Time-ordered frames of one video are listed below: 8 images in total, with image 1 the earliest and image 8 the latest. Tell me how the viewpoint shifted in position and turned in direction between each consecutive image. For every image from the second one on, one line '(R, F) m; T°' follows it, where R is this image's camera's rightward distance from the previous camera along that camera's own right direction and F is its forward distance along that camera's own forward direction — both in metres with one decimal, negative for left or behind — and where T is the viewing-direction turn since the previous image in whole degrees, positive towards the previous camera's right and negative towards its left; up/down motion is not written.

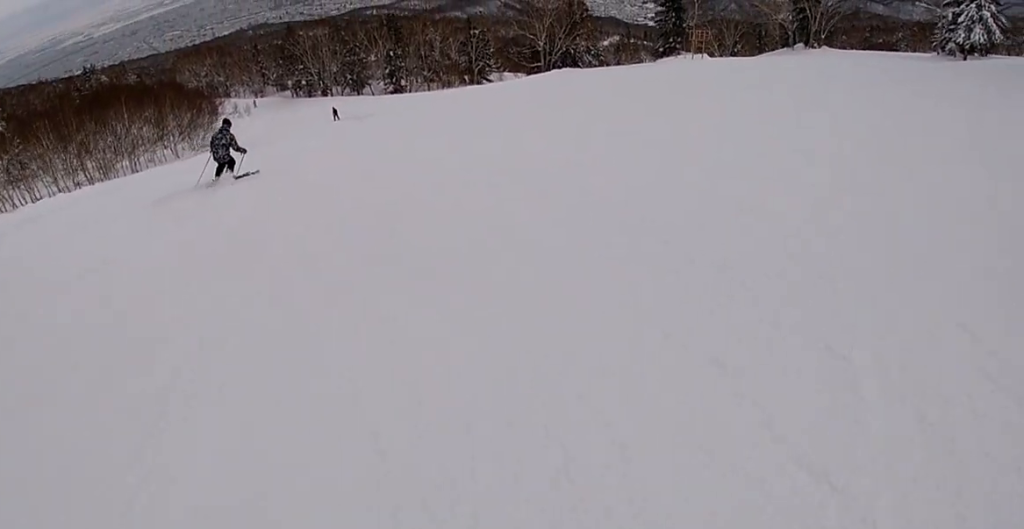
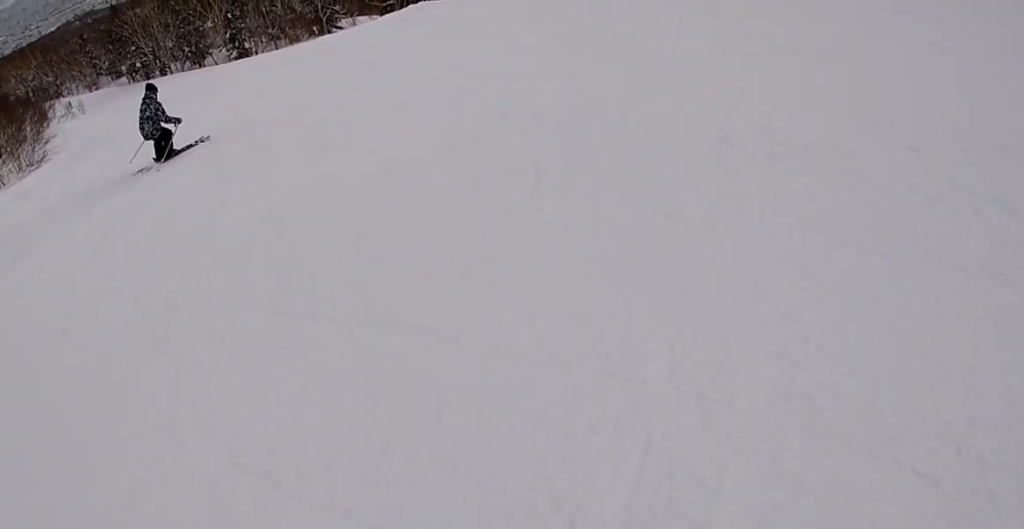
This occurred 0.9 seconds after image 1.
(+0.9, +4.9) m; +22°
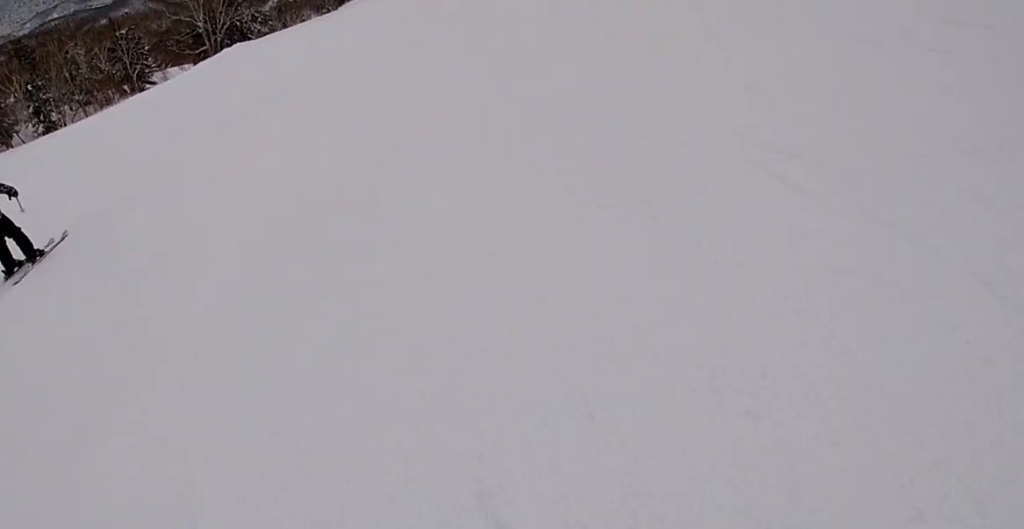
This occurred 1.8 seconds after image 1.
(+1.3, +5.1) m; +16°
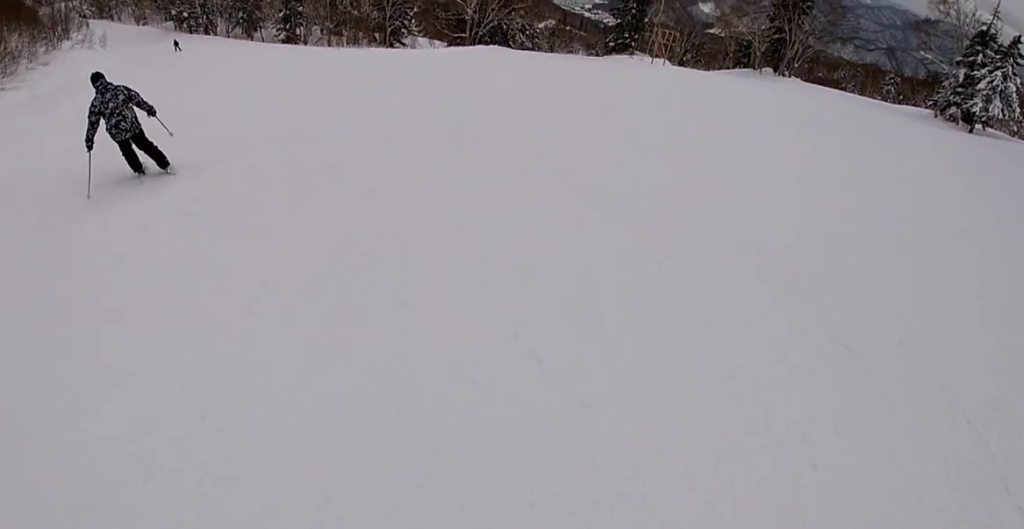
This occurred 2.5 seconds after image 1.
(+0.4, +4.9) m; +1°
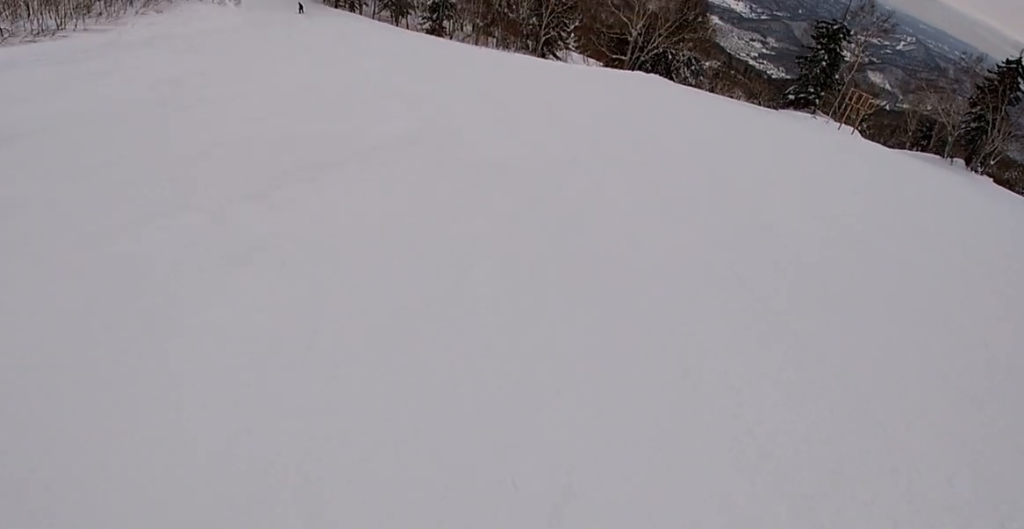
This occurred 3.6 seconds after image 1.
(-0.9, +8.0) m; -14°
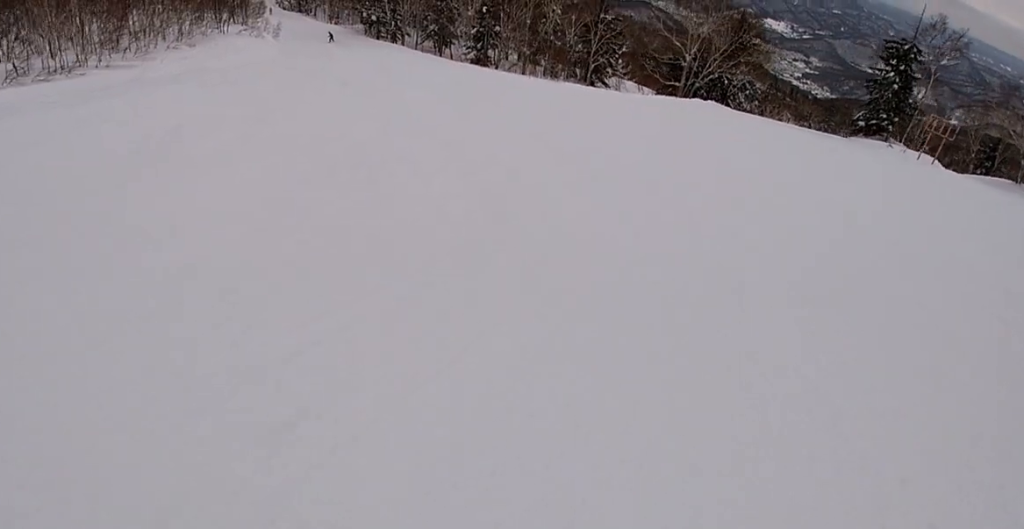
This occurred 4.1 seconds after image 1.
(-0.3, +3.6) m; -6°
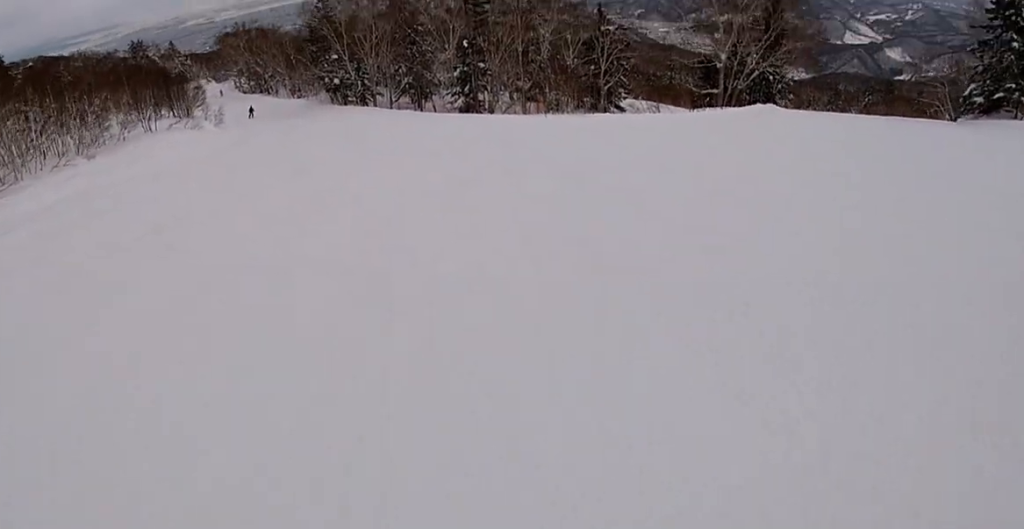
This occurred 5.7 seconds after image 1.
(-0.4, +14.5) m; -3°
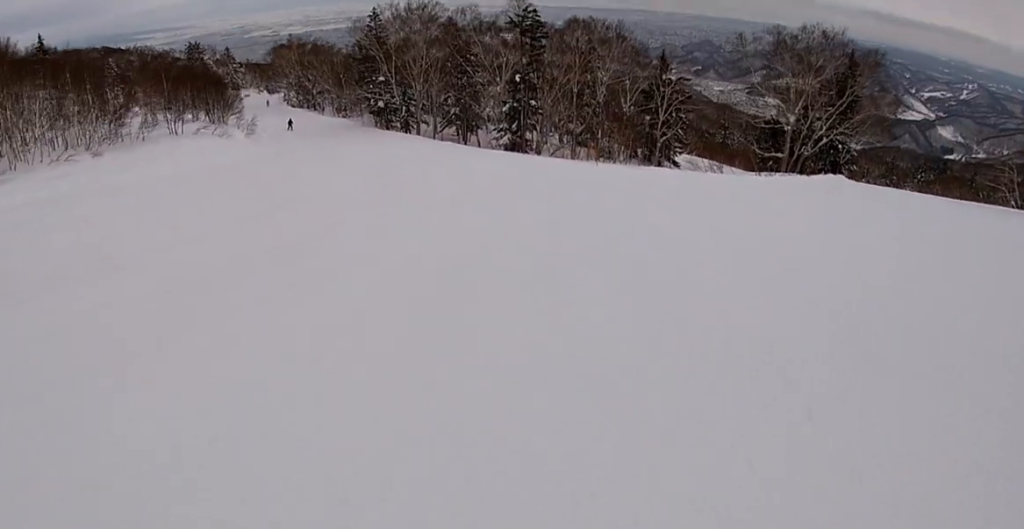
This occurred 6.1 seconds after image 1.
(0.0, +4.0) m; -1°
